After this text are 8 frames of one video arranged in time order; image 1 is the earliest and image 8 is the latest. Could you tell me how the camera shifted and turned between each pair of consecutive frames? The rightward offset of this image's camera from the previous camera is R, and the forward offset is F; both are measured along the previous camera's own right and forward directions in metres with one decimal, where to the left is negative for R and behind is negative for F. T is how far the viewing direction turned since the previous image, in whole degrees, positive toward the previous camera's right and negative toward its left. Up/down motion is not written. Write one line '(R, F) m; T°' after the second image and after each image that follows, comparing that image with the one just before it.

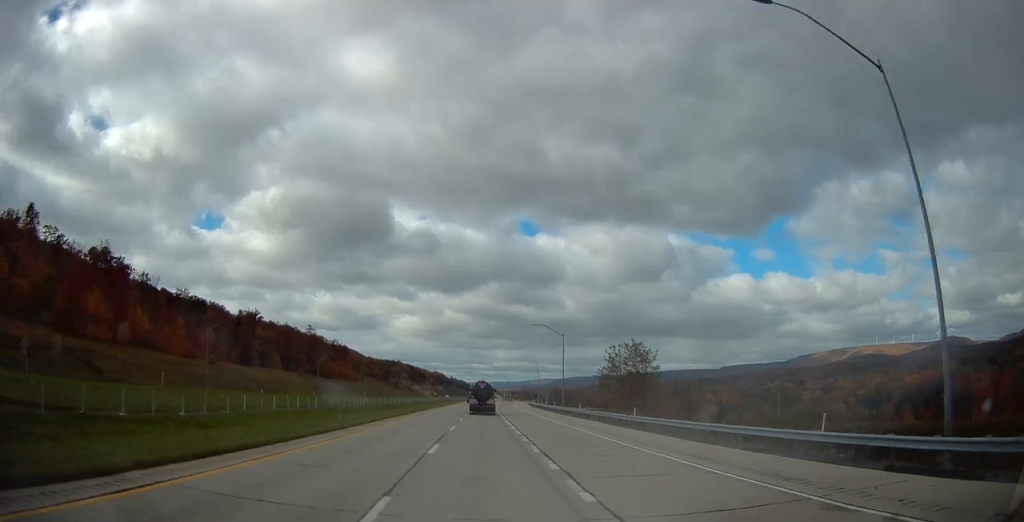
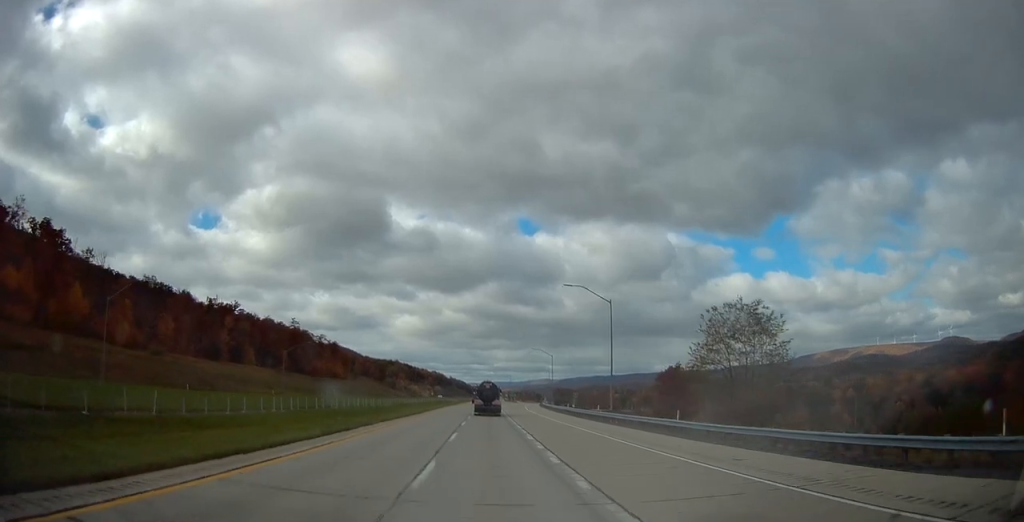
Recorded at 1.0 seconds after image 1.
(+0.1, +30.6) m; 0°
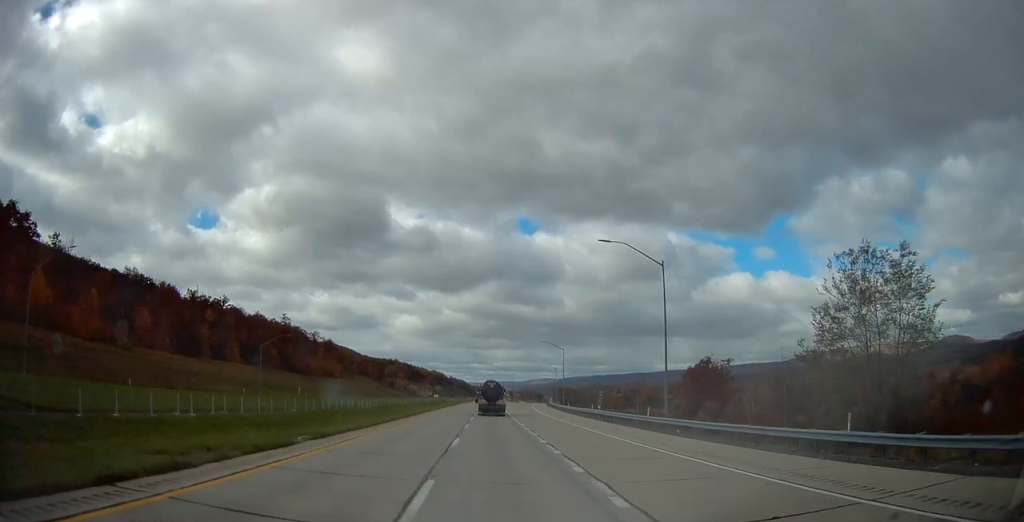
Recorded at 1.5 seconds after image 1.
(0.0, +15.8) m; 0°
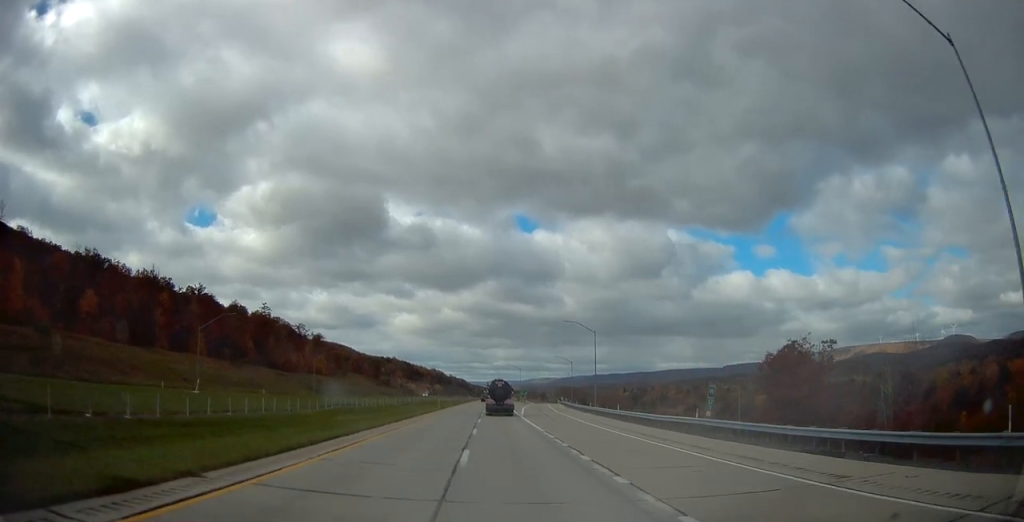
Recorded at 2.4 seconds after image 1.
(0.0, +29.5) m; 0°
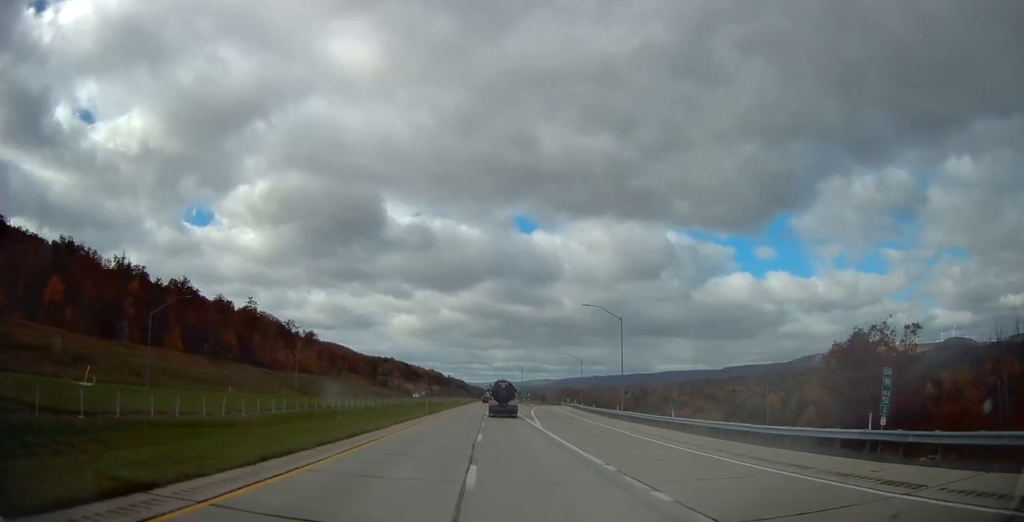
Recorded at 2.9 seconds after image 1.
(-0.1, +15.8) m; 0°
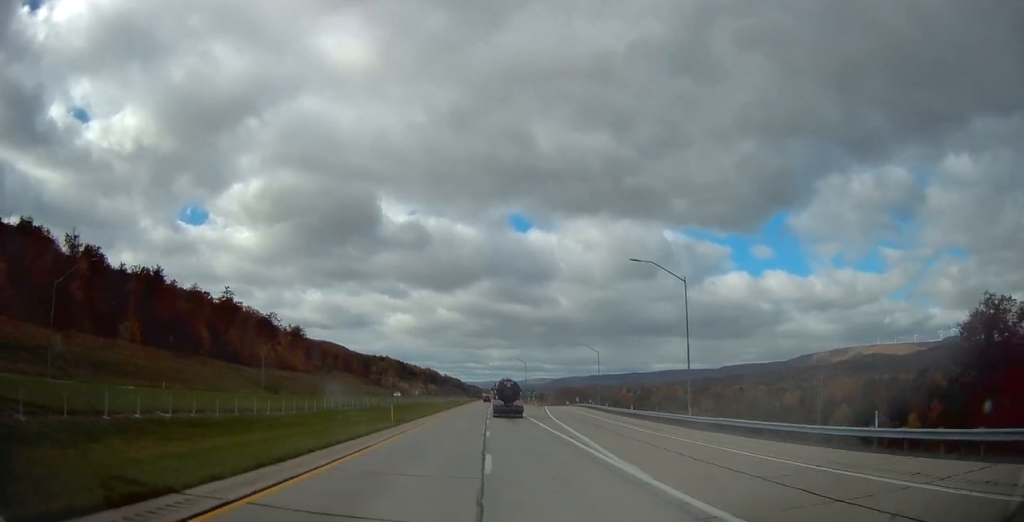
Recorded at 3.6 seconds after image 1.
(-0.1, +22.1) m; 0°
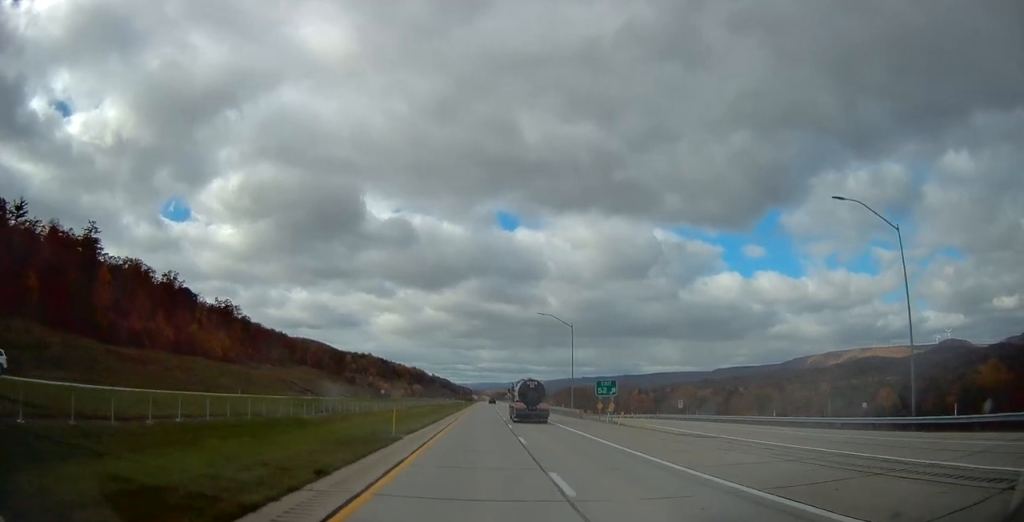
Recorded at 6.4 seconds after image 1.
(+0.9, +88.6) m; +2°
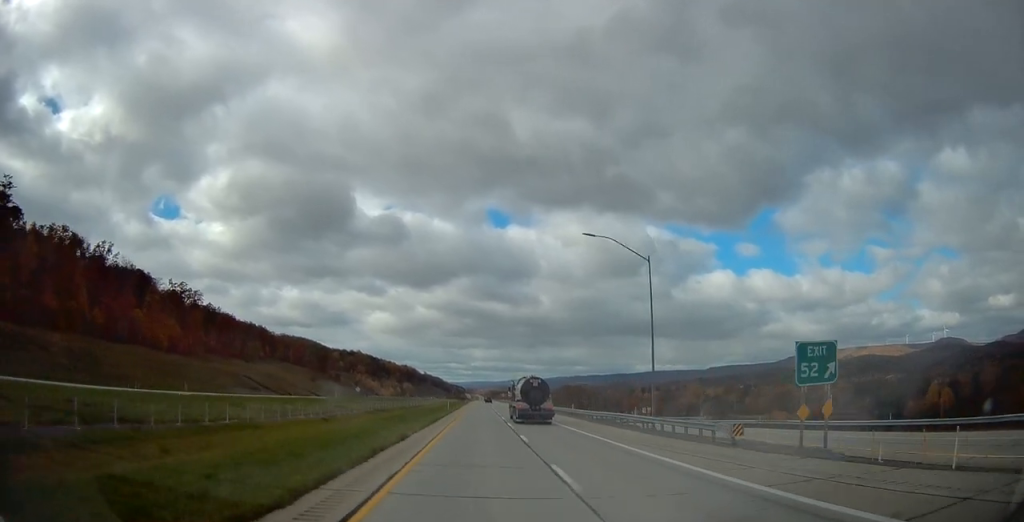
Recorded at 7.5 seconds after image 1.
(+0.4, +36.2) m; +1°
